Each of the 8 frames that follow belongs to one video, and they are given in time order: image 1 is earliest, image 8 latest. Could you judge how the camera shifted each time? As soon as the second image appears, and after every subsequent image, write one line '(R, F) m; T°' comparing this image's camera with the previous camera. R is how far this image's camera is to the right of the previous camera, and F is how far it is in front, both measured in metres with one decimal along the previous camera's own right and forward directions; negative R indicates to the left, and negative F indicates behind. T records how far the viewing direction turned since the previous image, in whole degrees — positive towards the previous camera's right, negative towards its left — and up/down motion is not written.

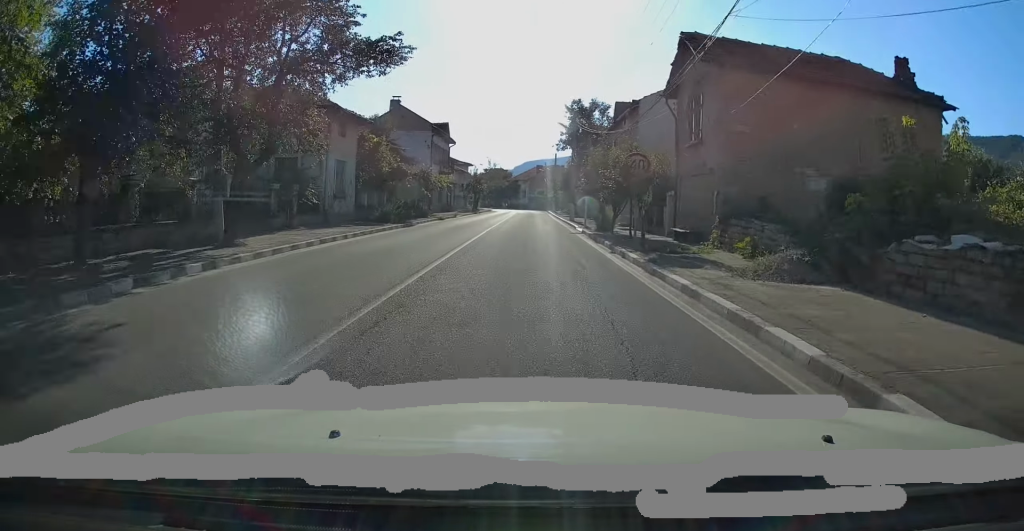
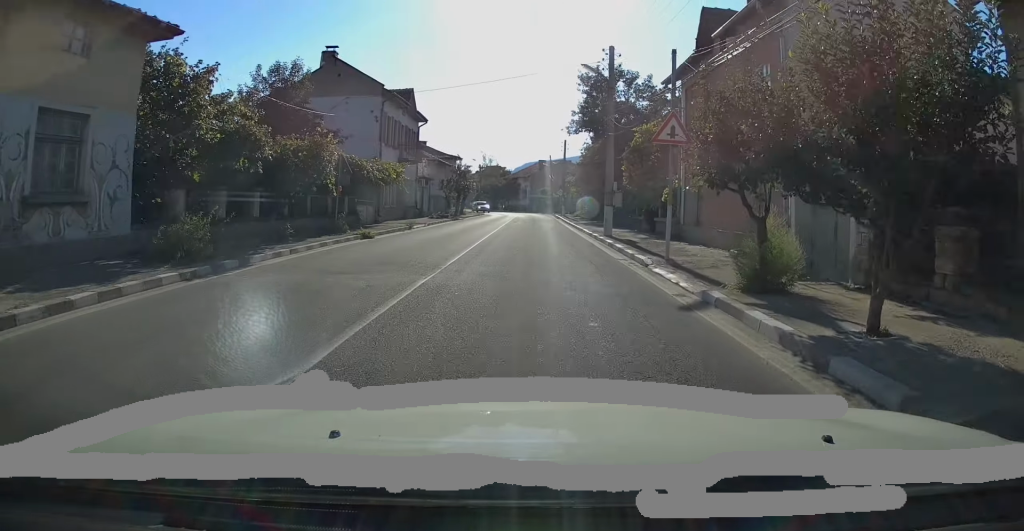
(-0.5, +17.0) m; 0°
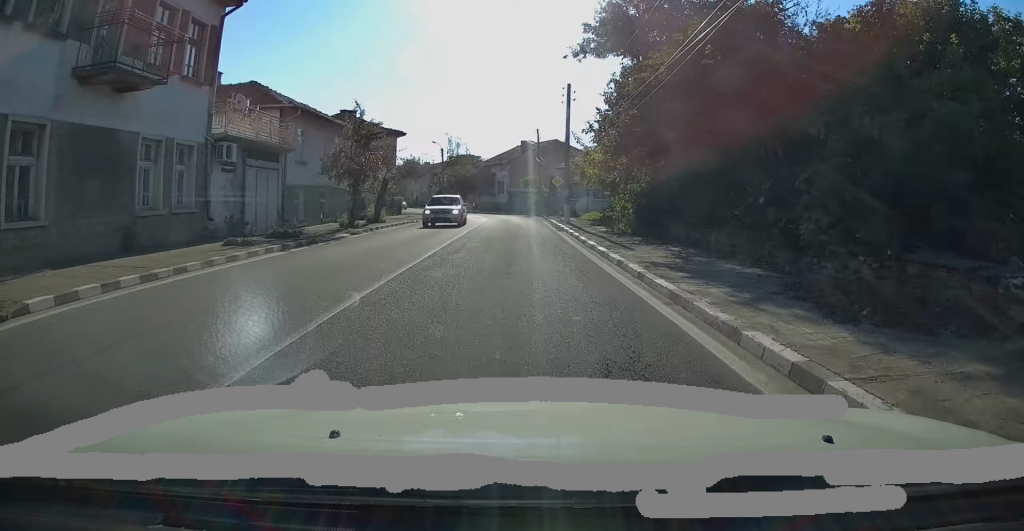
(+0.9, +26.0) m; +1°
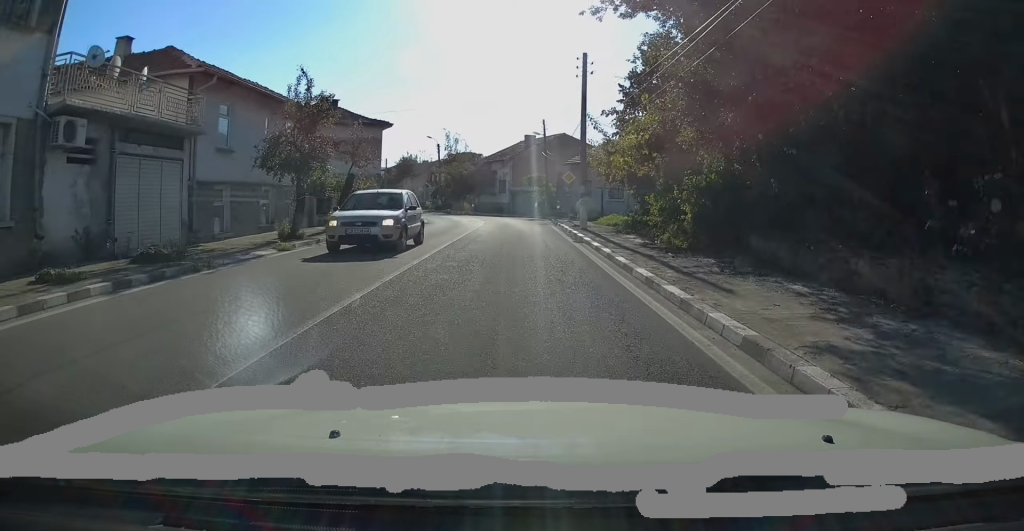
(0.0, +6.7) m; 0°
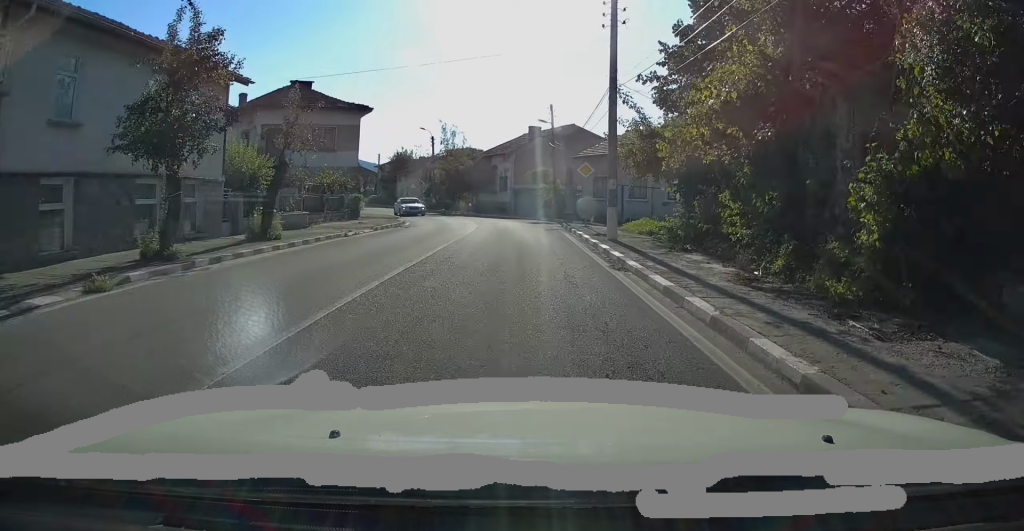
(-0.2, +7.2) m; 0°
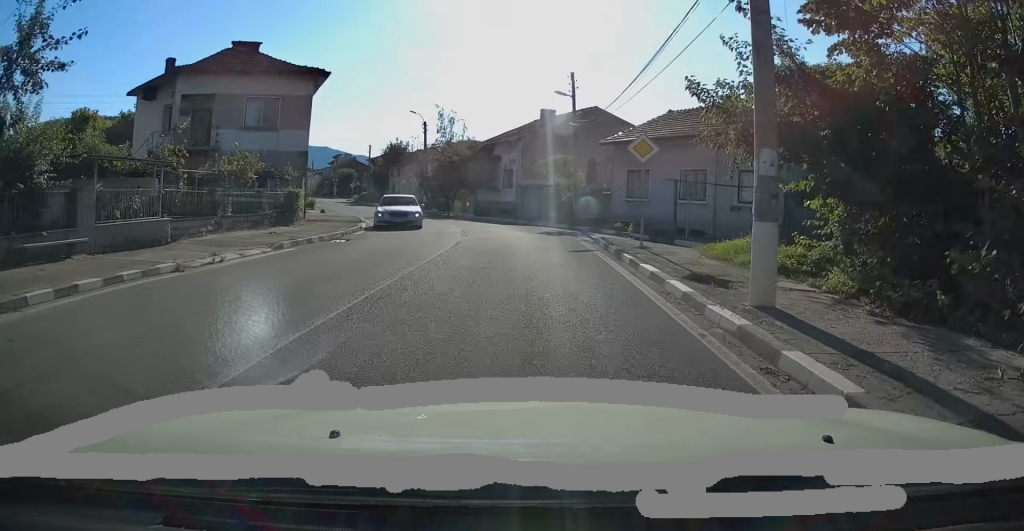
(+0.1, +10.5) m; 0°
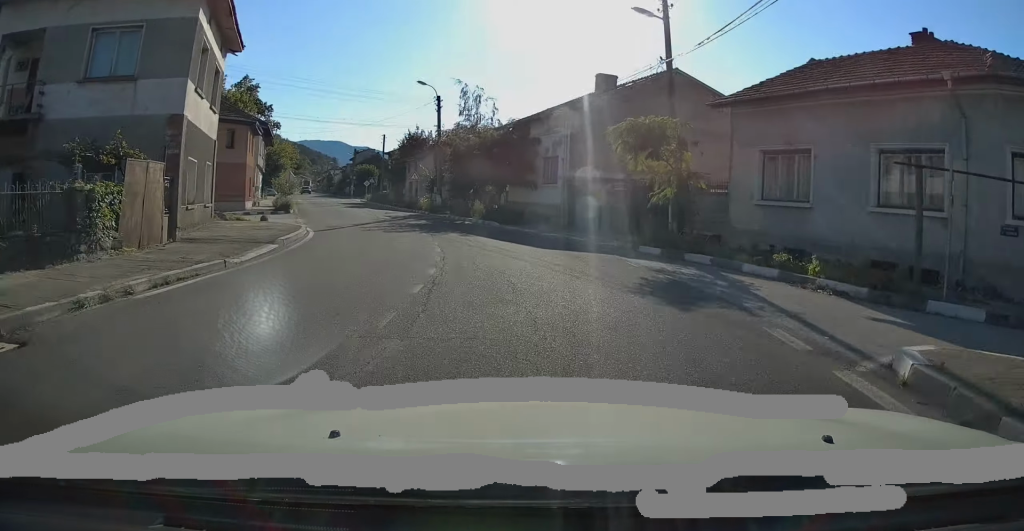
(0.0, +13.8) m; -3°
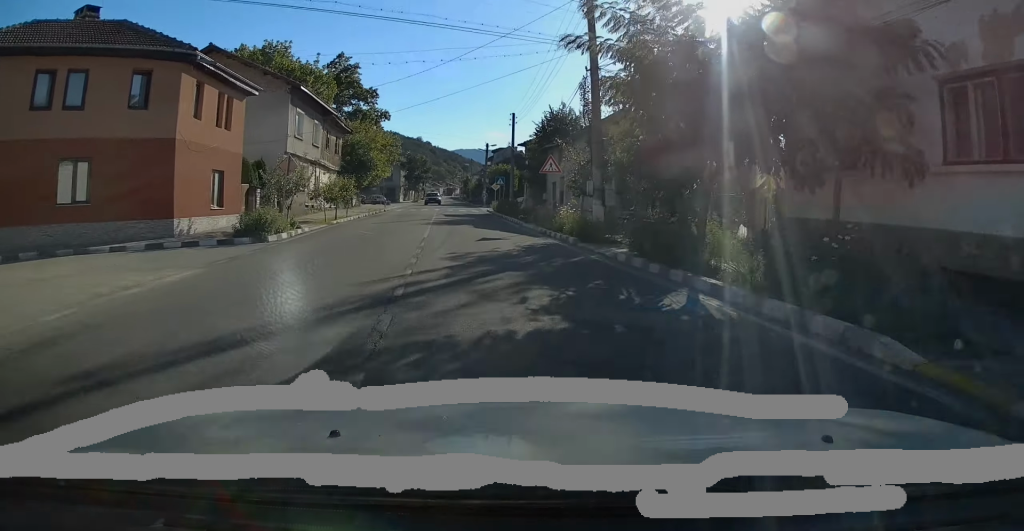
(-2.2, +22.0) m; -12°
